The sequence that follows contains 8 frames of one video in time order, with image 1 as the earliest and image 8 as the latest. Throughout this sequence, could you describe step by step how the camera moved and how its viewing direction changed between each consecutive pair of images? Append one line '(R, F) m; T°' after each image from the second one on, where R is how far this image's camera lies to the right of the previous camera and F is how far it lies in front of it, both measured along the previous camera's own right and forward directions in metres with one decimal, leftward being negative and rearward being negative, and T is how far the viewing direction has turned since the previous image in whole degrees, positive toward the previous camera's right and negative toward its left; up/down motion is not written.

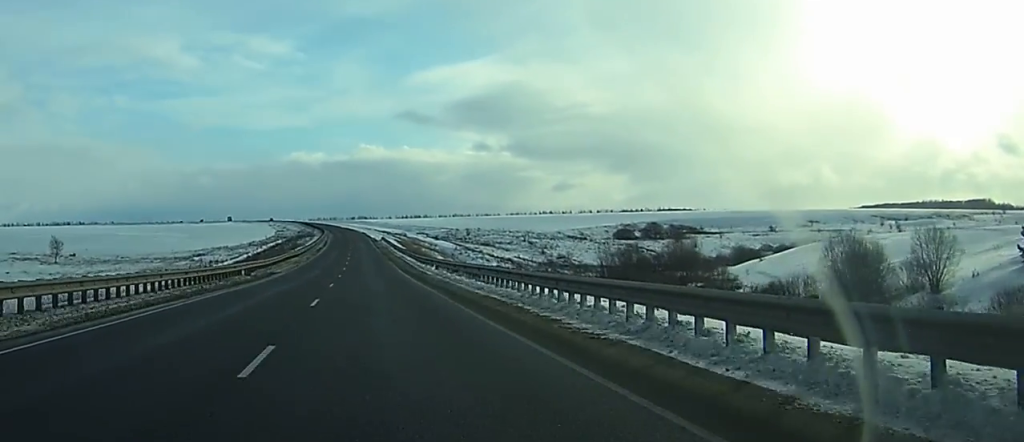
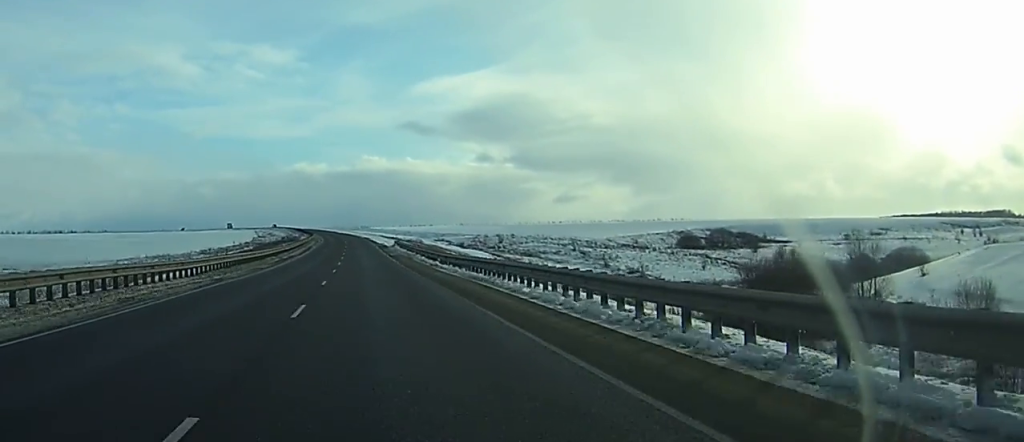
(+0.2, +53.4) m; +1°
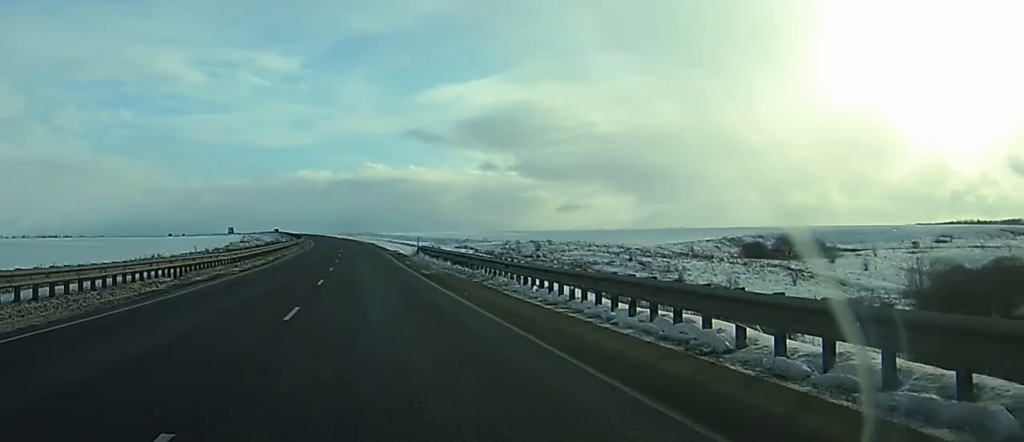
(+0.6, +37.2) m; +1°
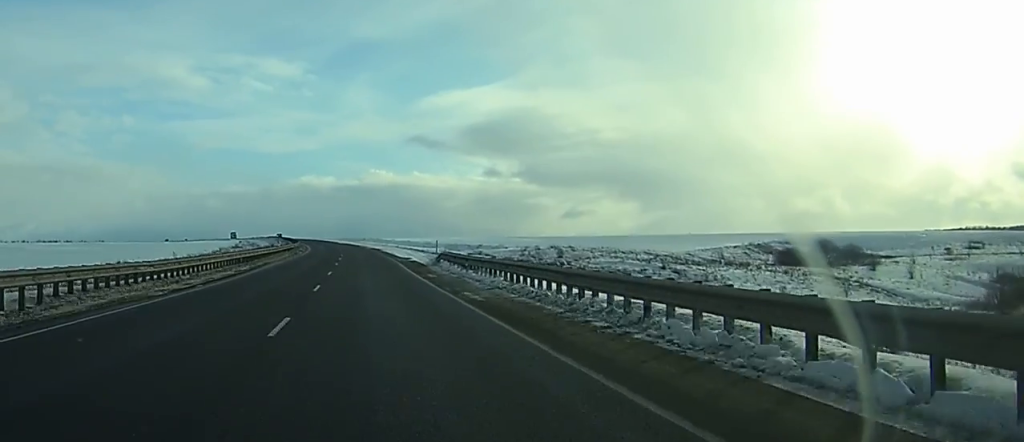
(0.0, +15.0) m; 0°
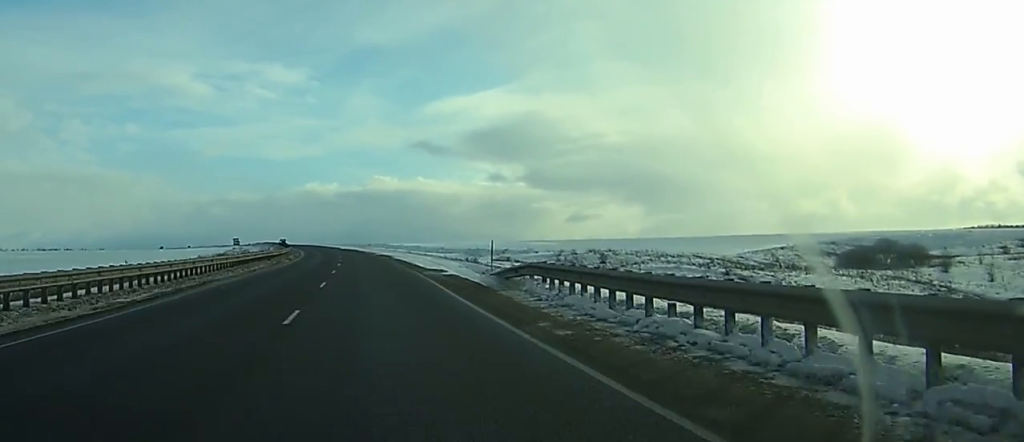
(0.0, +22.7) m; 0°
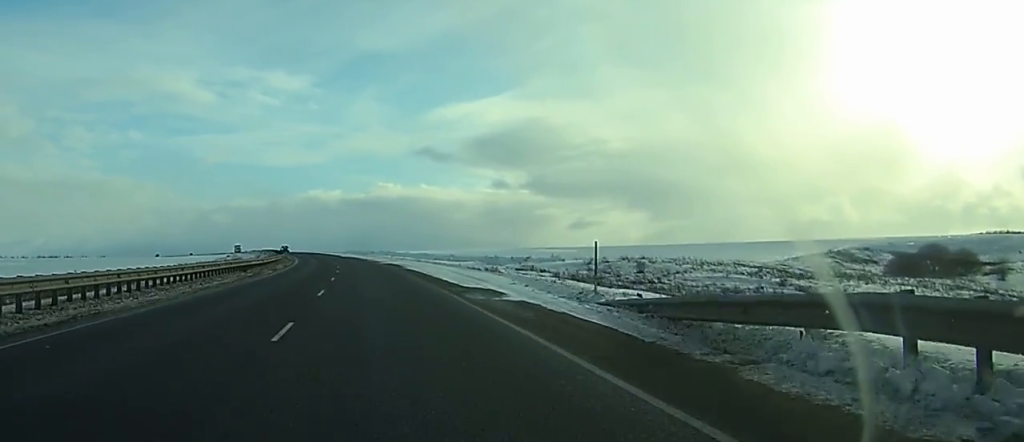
(0.0, +15.1) m; 0°
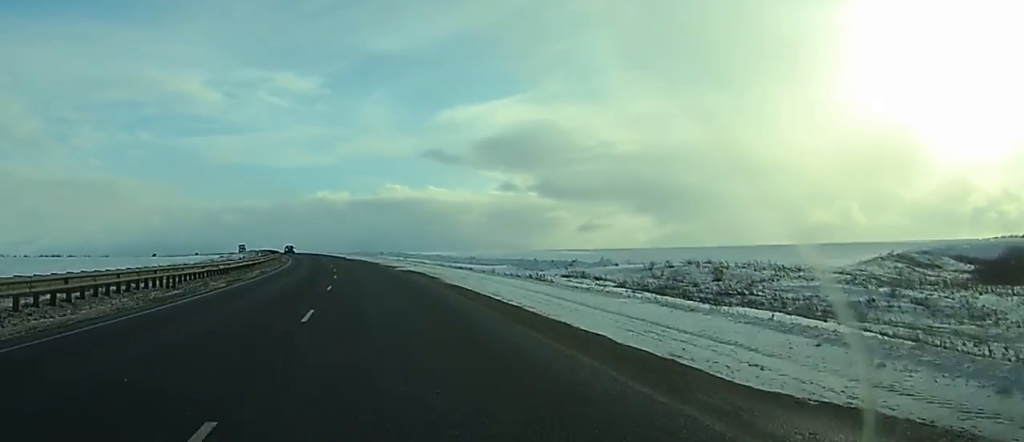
(+0.1, +21.6) m; -1°
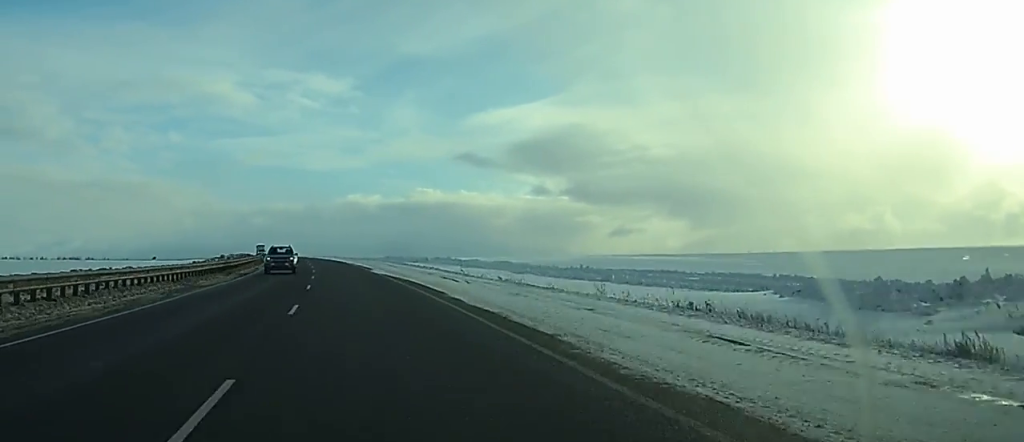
(-1.0, +60.6) m; -2°
